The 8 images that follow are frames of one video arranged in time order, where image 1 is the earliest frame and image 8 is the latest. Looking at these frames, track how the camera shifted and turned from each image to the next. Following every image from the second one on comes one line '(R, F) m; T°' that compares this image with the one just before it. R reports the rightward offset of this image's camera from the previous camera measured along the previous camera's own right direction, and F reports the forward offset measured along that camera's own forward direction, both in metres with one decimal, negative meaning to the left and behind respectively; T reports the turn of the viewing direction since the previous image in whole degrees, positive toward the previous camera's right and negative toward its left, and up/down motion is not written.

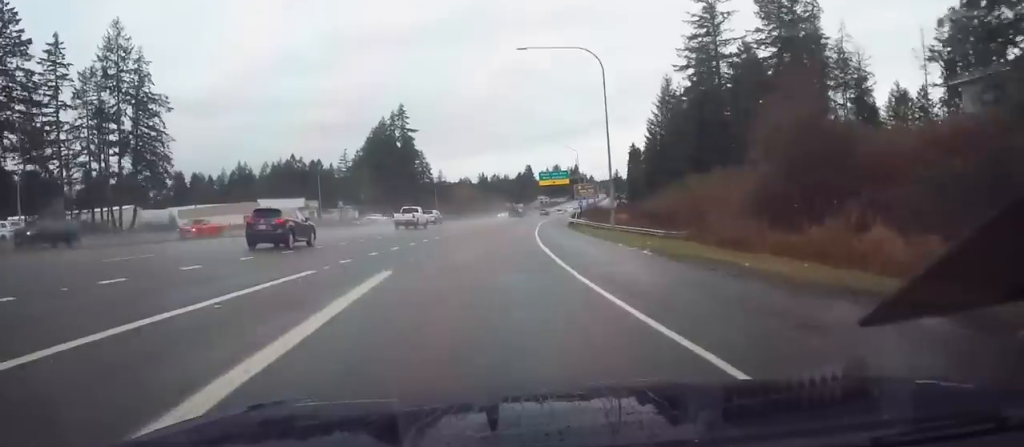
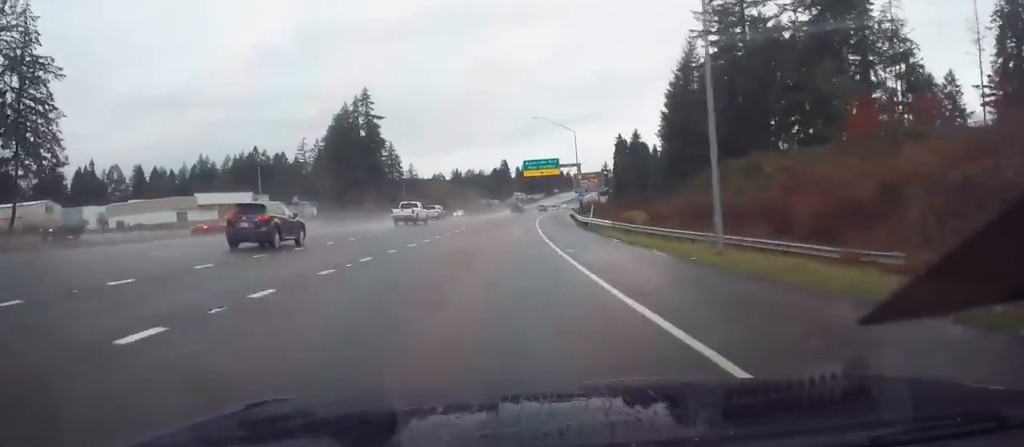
(+0.4, +22.2) m; +2°
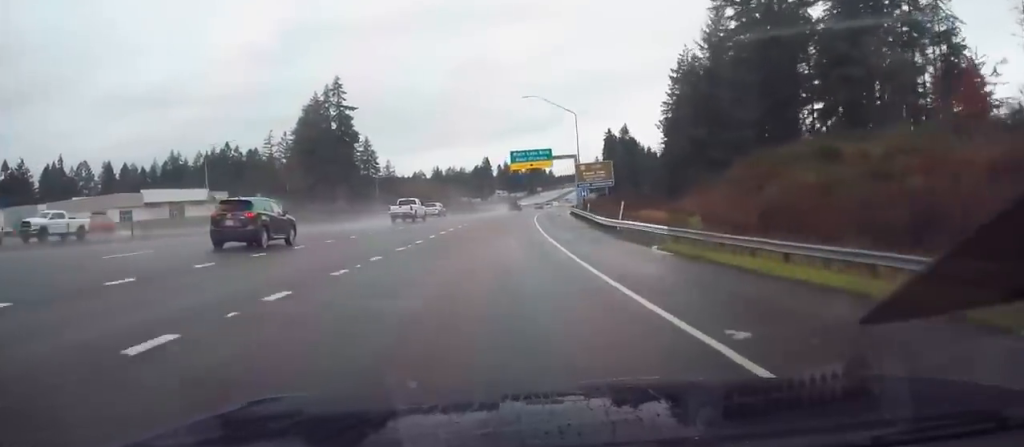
(+0.1, +15.2) m; +1°
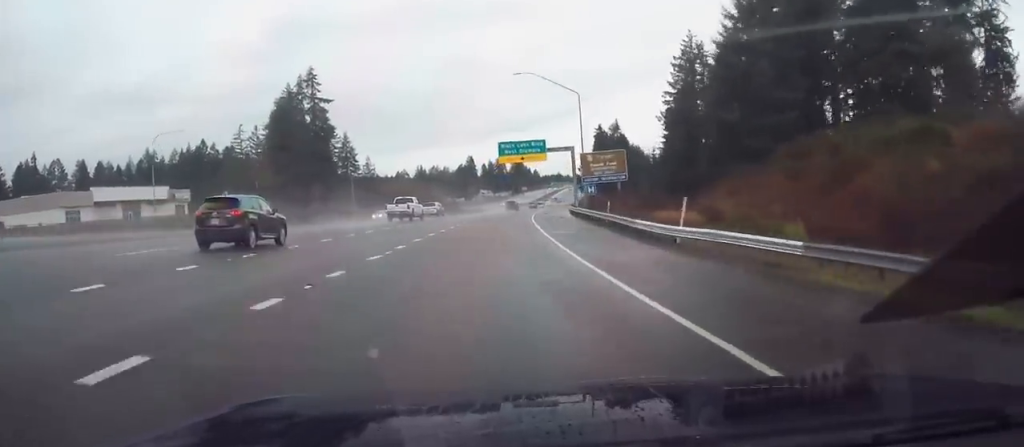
(+0.1, +12.3) m; +1°
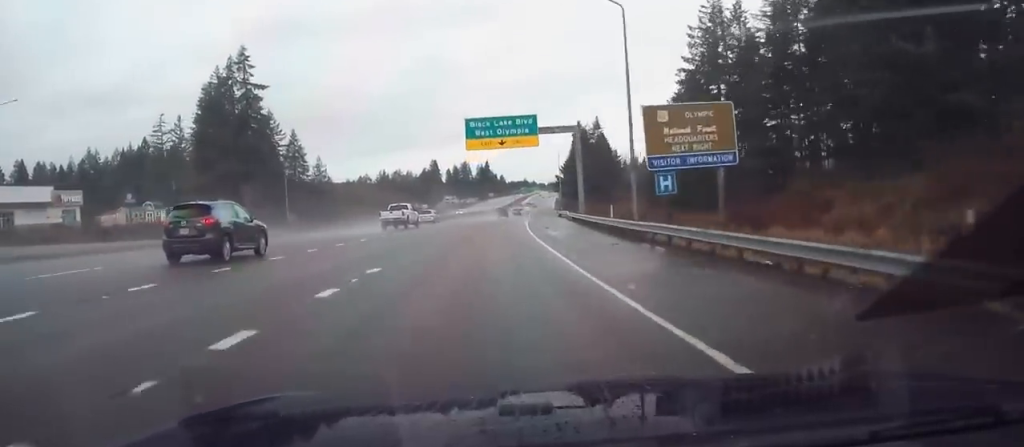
(+0.5, +28.7) m; +3°
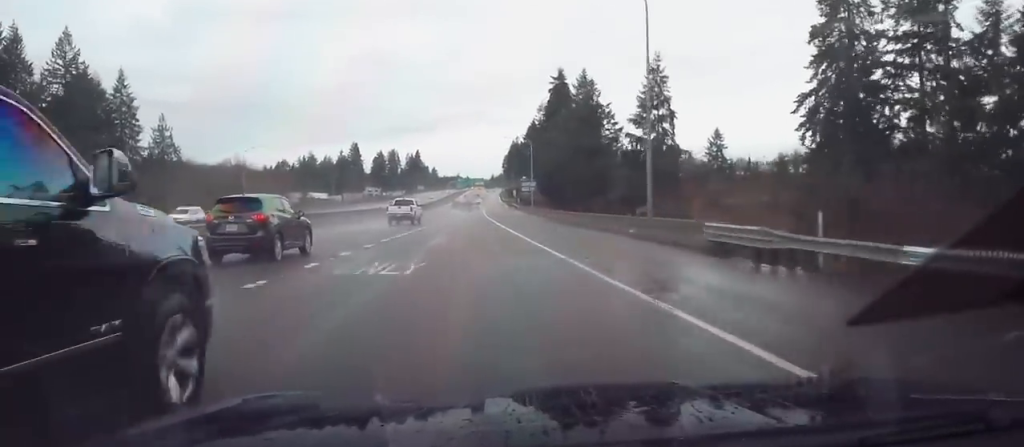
(+6.4, +82.4) m; +7°
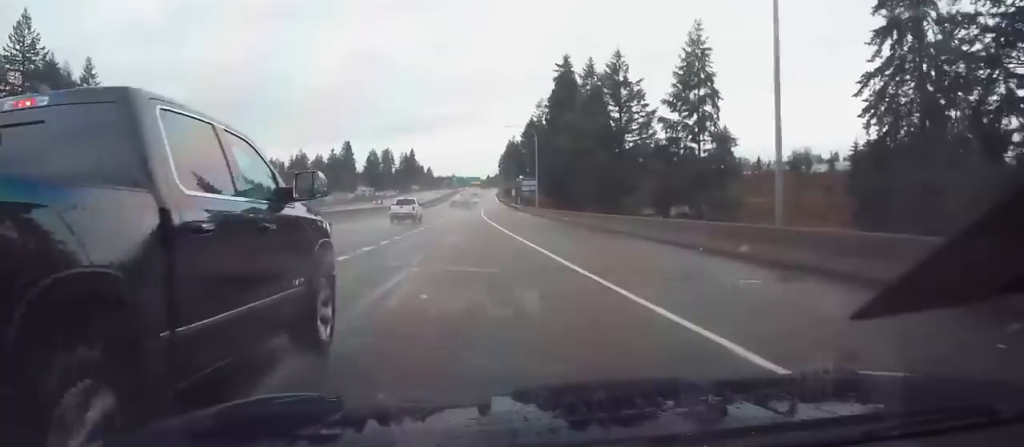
(+0.1, +12.4) m; 0°
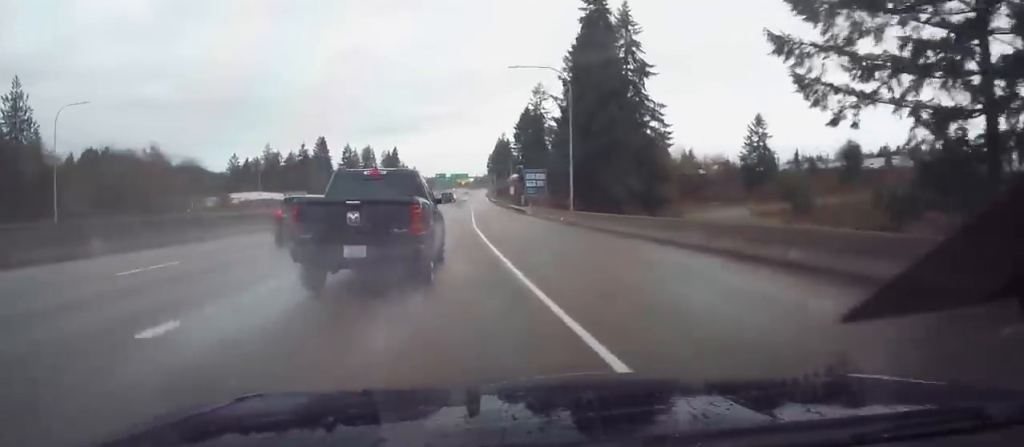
(-0.1, +39.9) m; -1°
